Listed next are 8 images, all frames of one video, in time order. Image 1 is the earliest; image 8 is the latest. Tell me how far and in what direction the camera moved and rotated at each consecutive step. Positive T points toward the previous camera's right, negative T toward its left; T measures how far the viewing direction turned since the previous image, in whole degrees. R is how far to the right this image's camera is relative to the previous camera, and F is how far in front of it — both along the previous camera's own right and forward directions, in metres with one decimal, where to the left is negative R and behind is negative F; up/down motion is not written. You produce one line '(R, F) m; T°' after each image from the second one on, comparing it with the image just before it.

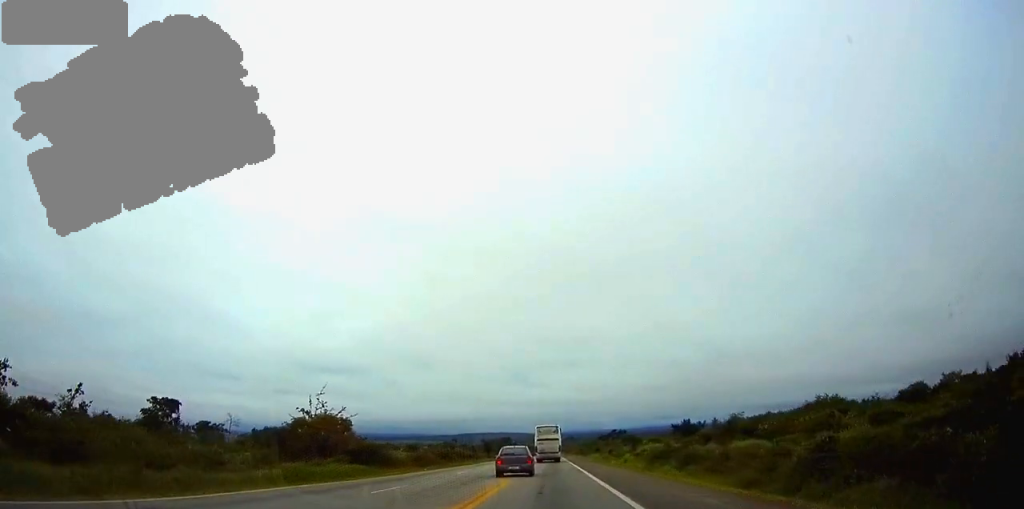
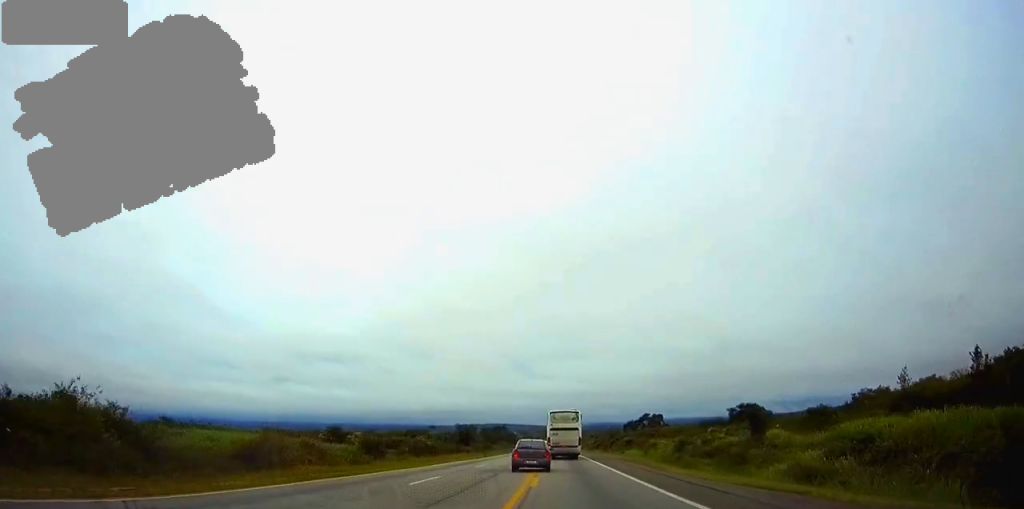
(0.0, +65.8) m; +1°
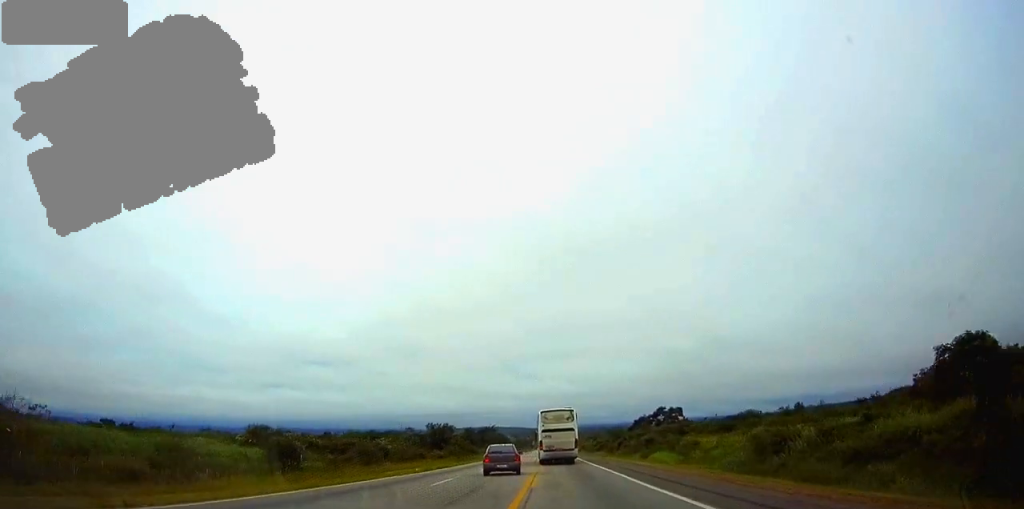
(+0.1, +29.0) m; 0°
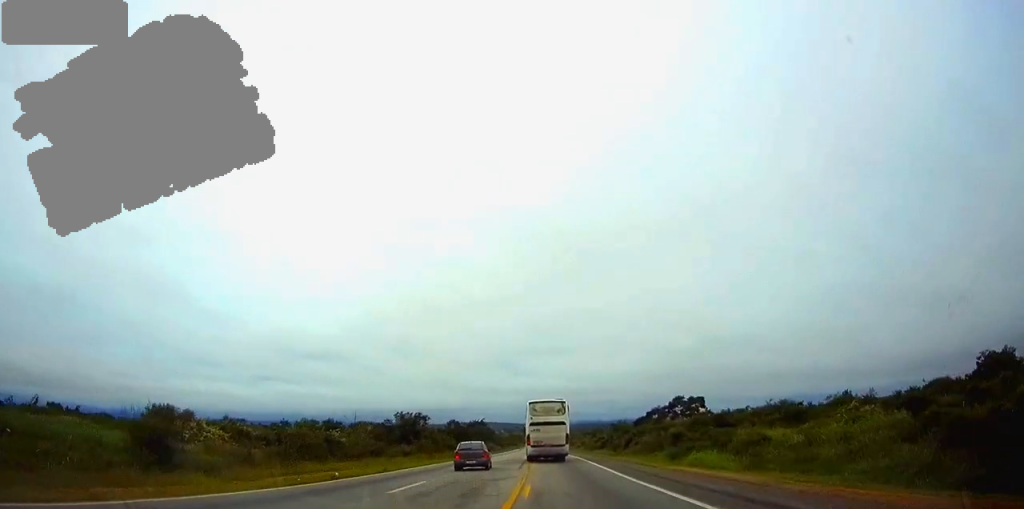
(0.0, +21.4) m; 0°
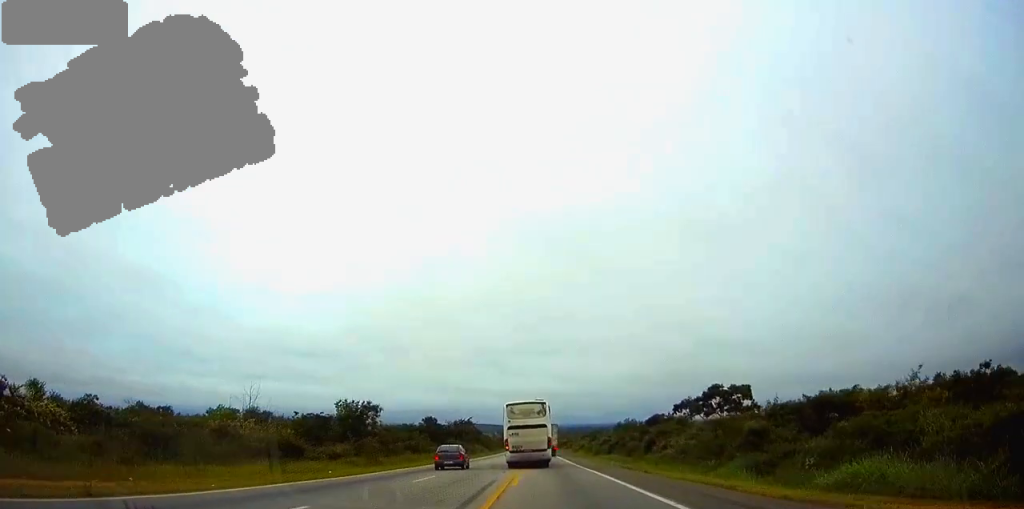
(+0.1, +26.8) m; 0°
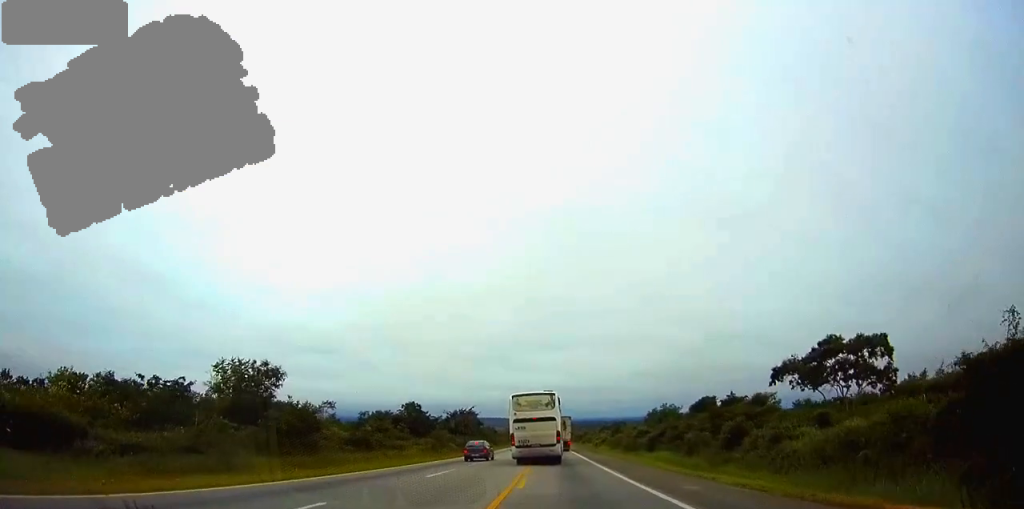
(-0.1, +32.1) m; 0°
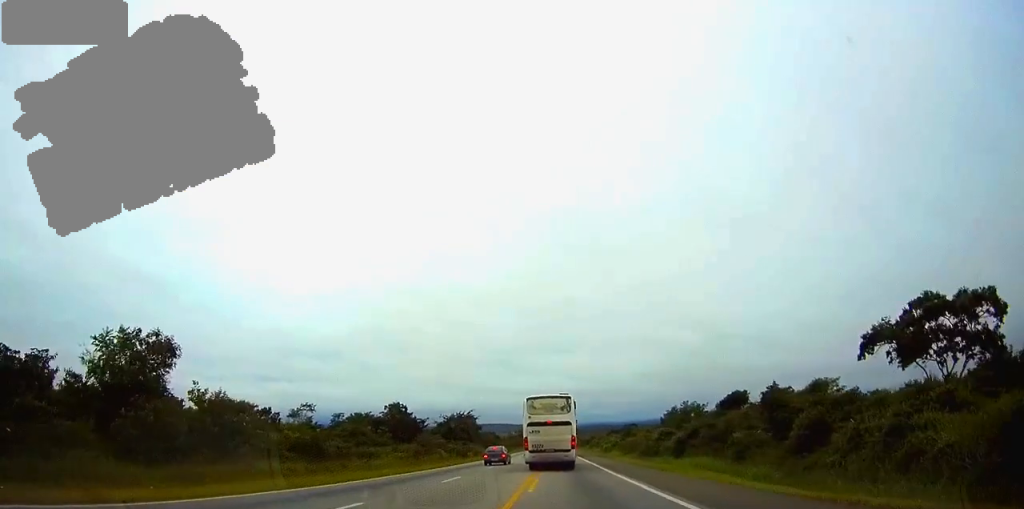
(0.0, +14.6) m; 0°
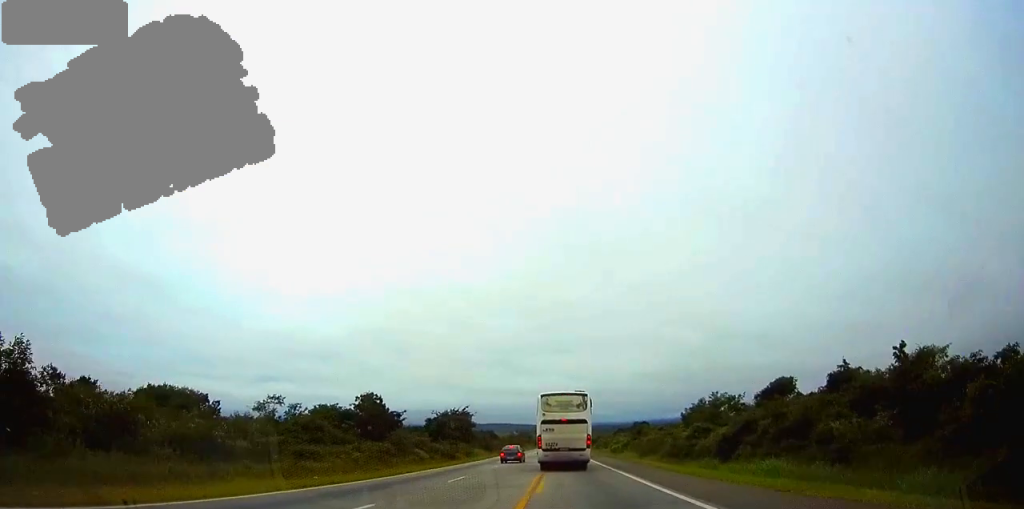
(0.0, +16.4) m; 0°
